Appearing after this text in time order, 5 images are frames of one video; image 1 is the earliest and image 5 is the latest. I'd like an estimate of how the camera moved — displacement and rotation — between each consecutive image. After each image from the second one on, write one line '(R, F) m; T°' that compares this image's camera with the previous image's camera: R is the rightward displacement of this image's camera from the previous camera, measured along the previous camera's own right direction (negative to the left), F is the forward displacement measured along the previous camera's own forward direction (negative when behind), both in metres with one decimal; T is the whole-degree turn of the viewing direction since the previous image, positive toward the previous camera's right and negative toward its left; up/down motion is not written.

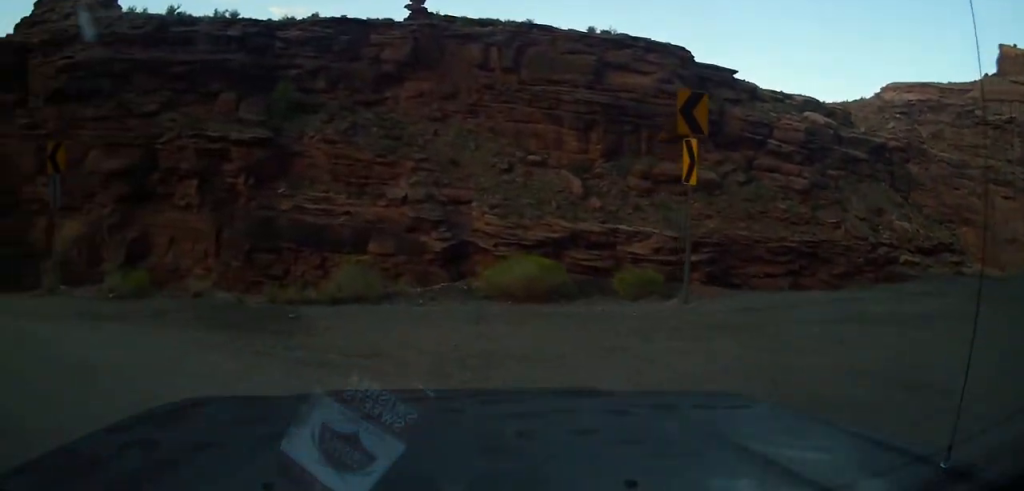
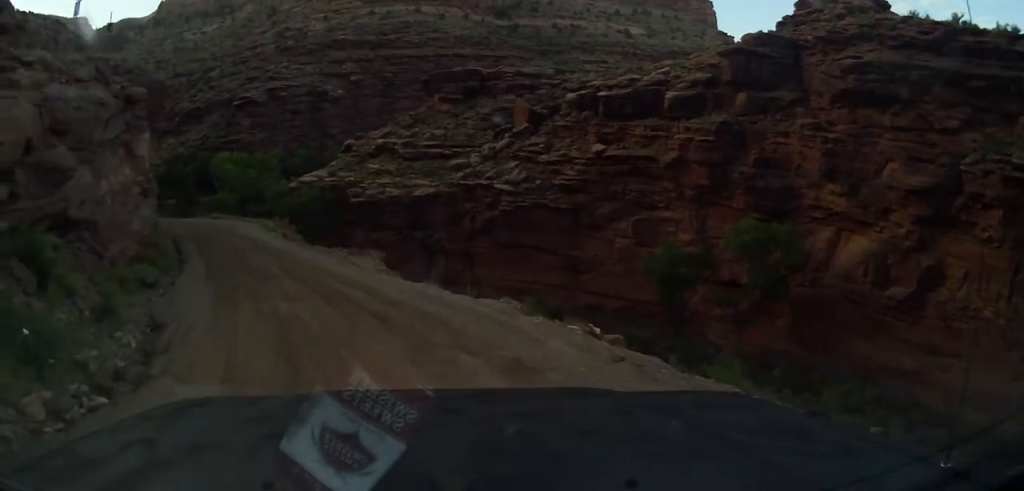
(-6.4, +7.9) m; -52°
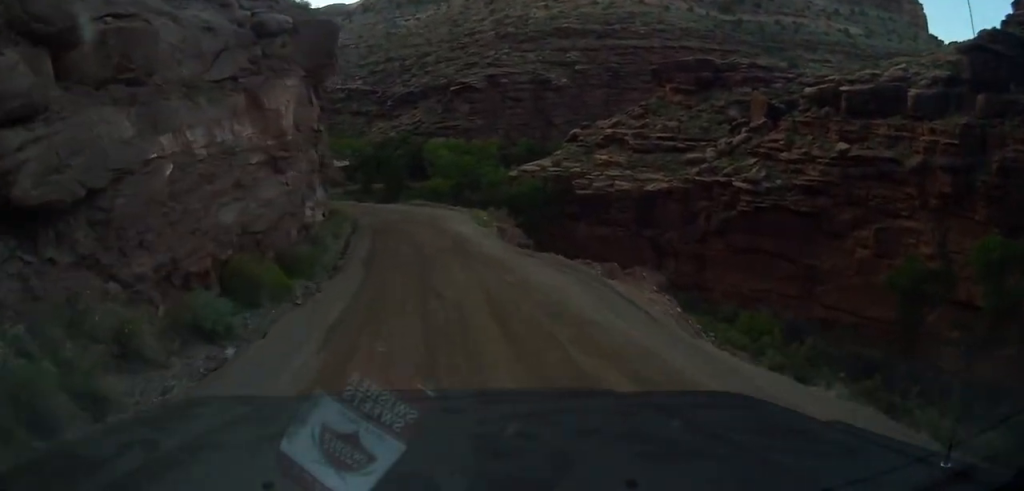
(-0.9, +10.4) m; -7°
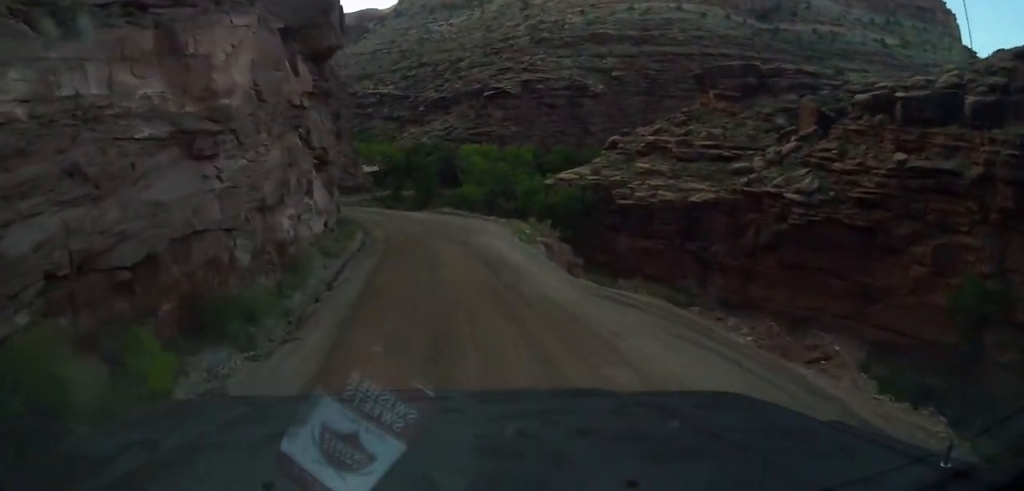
(-0.2, +7.6) m; -3°
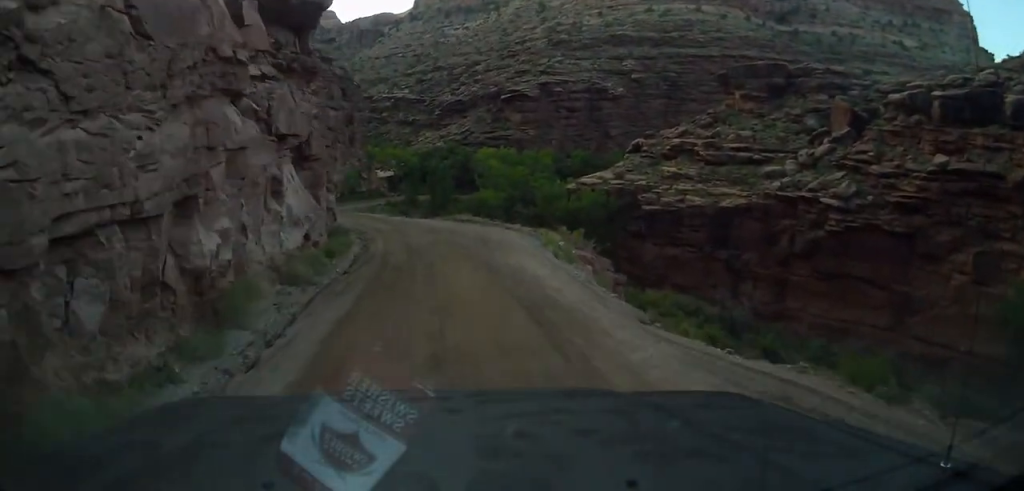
(-0.1, +6.2) m; -1°
